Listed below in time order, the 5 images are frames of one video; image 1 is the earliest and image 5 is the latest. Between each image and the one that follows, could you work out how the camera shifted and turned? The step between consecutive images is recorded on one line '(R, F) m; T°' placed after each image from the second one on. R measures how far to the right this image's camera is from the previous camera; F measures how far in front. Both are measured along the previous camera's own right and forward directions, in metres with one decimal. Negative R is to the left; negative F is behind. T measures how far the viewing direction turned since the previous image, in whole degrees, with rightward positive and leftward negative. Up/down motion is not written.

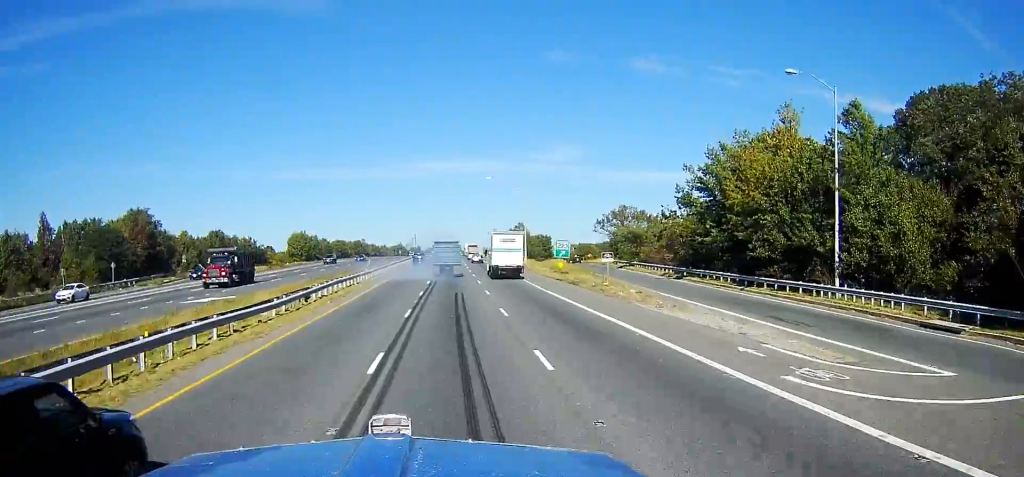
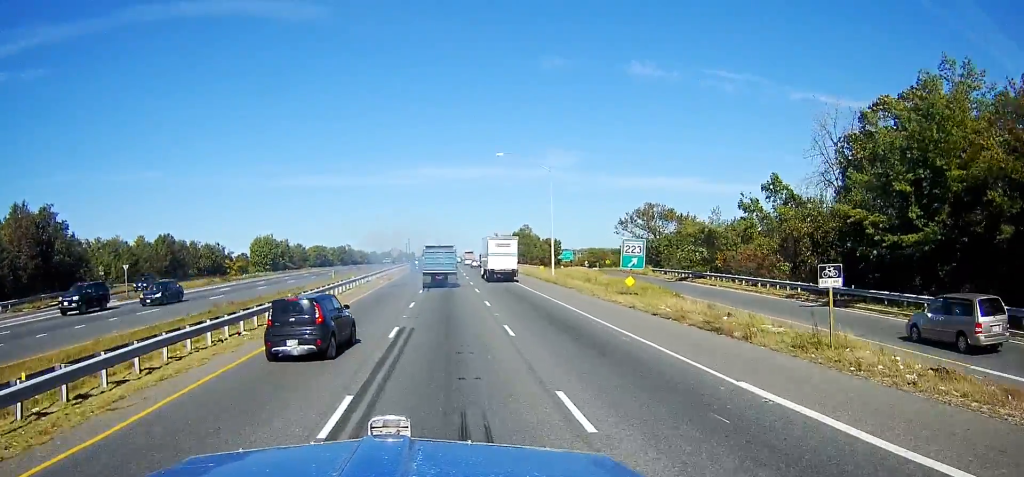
(-0.3, +30.2) m; 0°
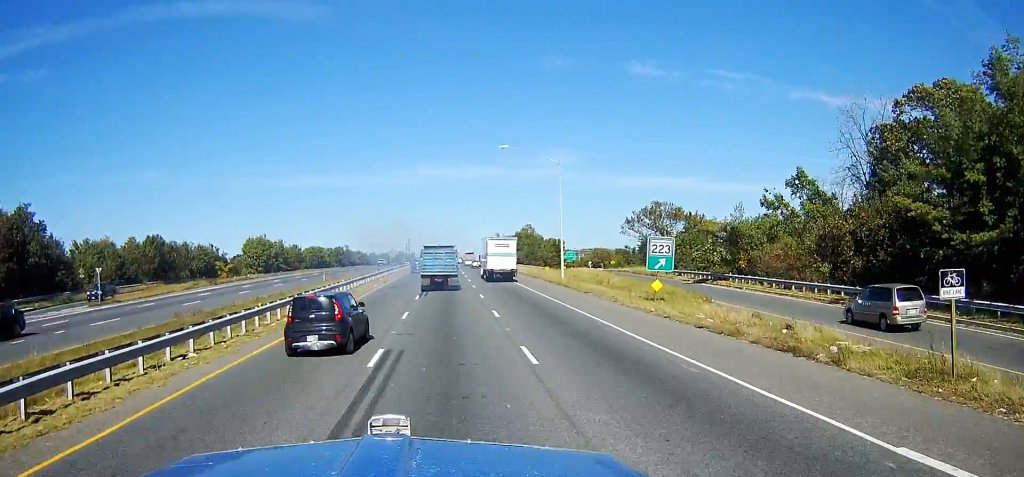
(0.0, +5.5) m; 0°
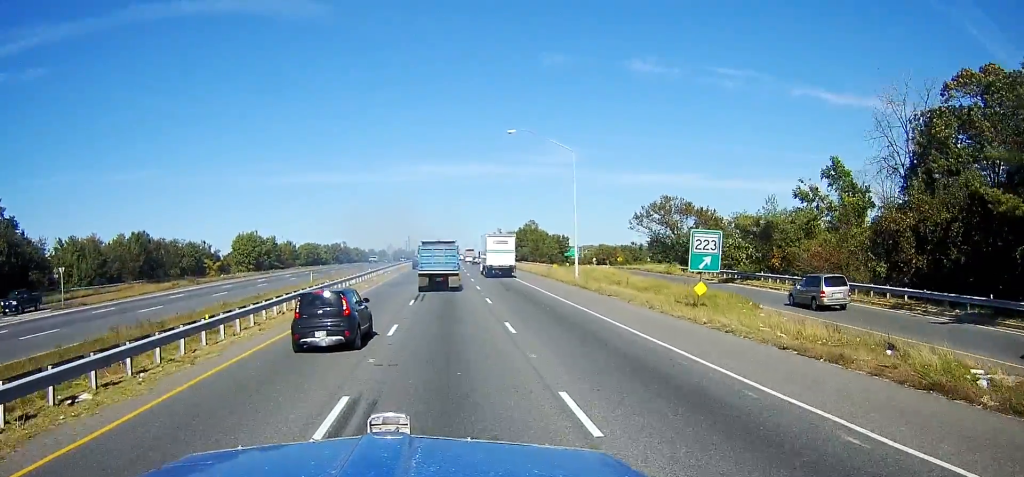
(+0.1, +6.5) m; 0°
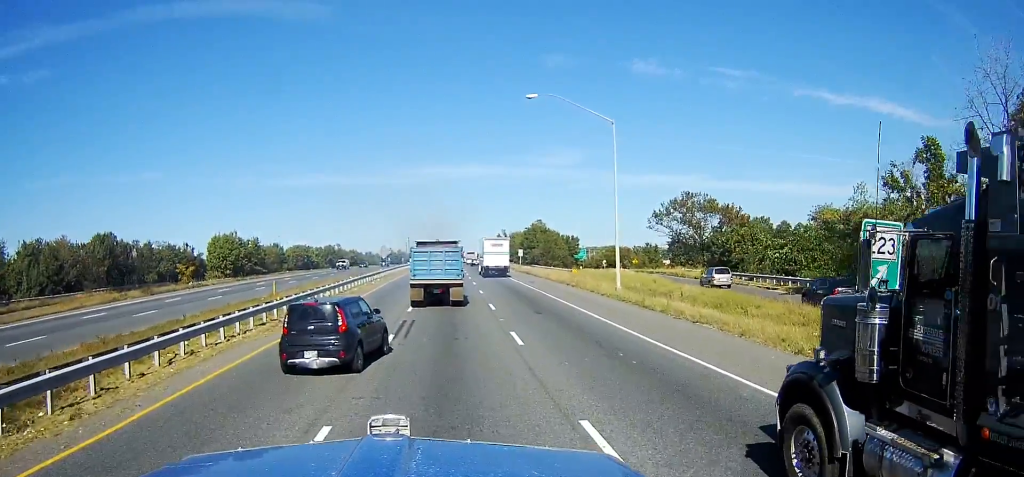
(-0.1, +15.9) m; 0°
